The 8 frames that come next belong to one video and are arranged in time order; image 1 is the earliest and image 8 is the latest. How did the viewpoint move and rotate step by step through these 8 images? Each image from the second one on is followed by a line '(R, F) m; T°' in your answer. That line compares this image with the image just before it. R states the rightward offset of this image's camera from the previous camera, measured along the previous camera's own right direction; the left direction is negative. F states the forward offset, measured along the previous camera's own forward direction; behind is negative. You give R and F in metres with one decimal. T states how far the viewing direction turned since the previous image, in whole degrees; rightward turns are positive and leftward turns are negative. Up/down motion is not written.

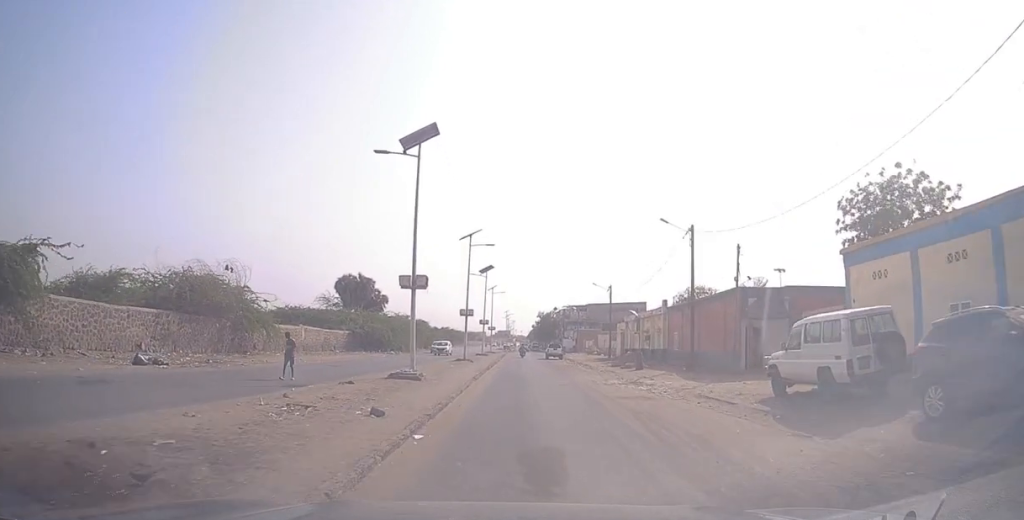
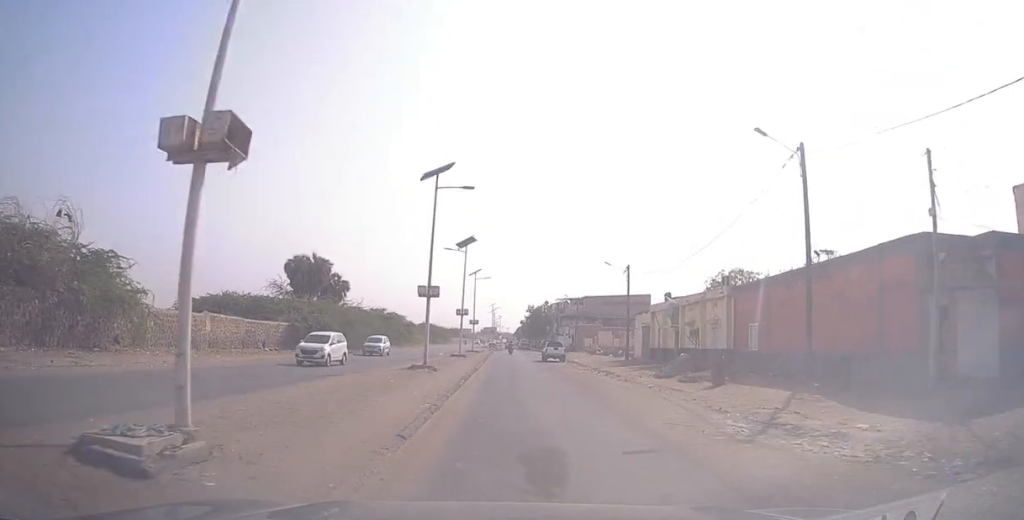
(+0.2, +15.0) m; 0°
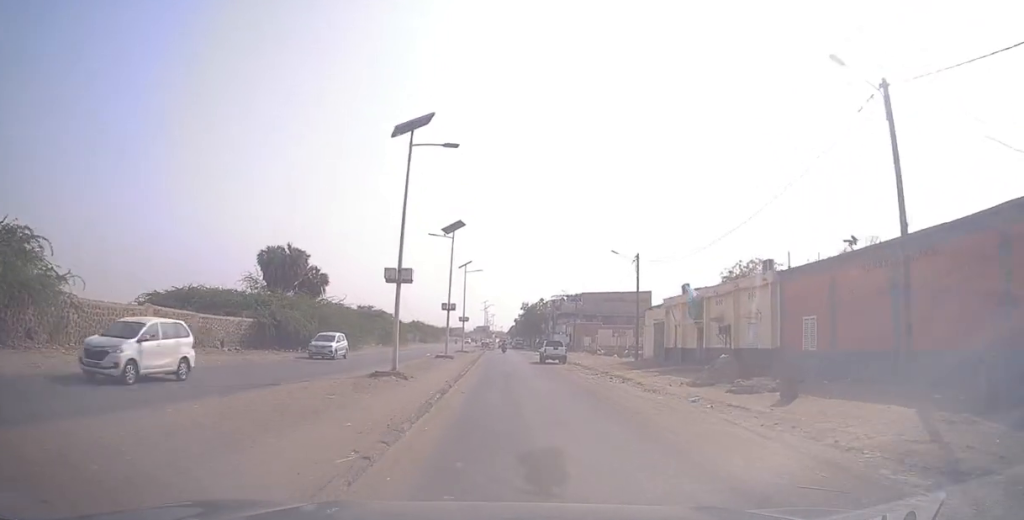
(0.0, +5.9) m; -1°
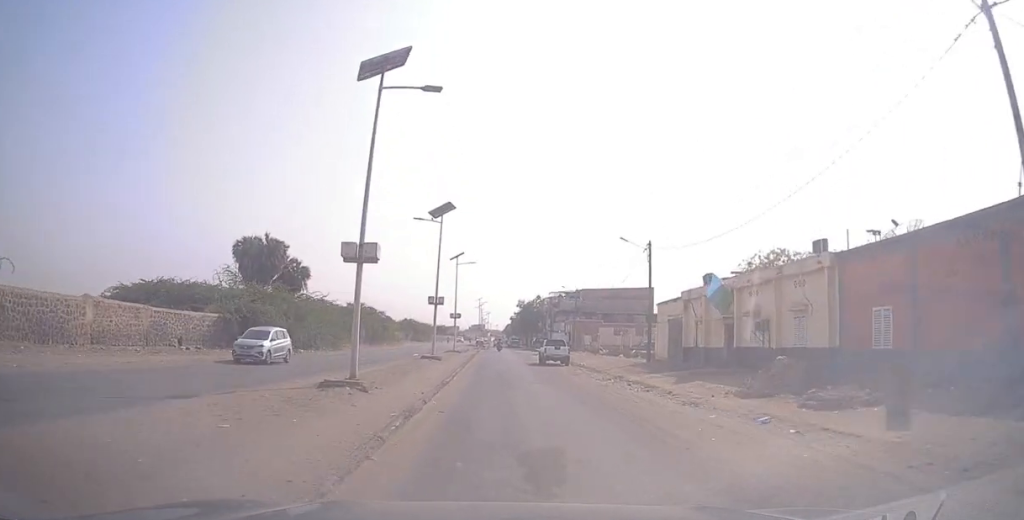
(0.0, +4.9) m; 0°
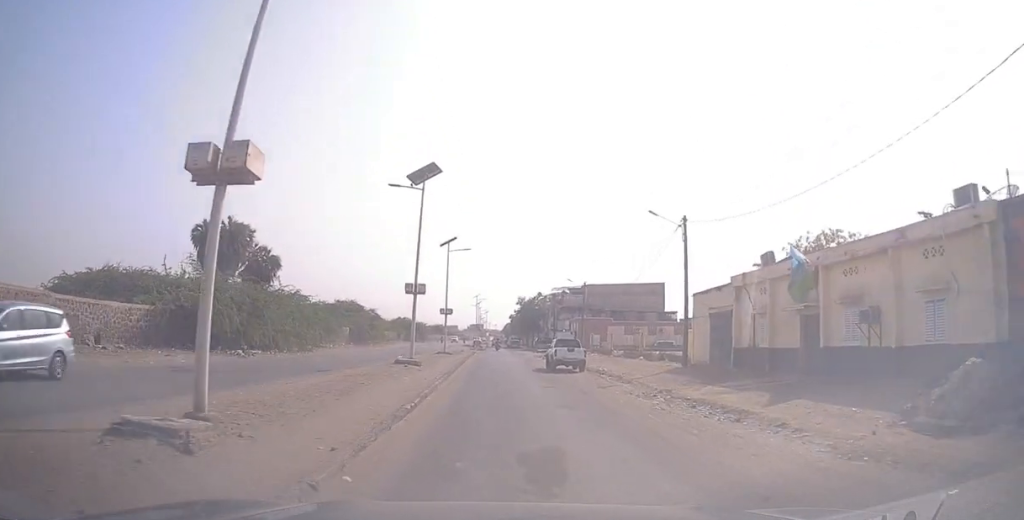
(-0.1, +8.0) m; 0°
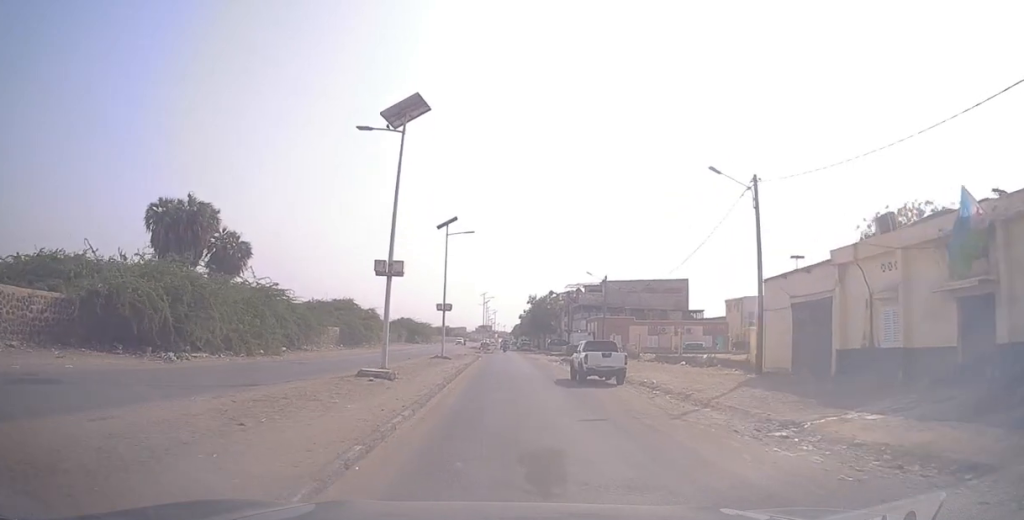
(+0.1, +8.5) m; +1°
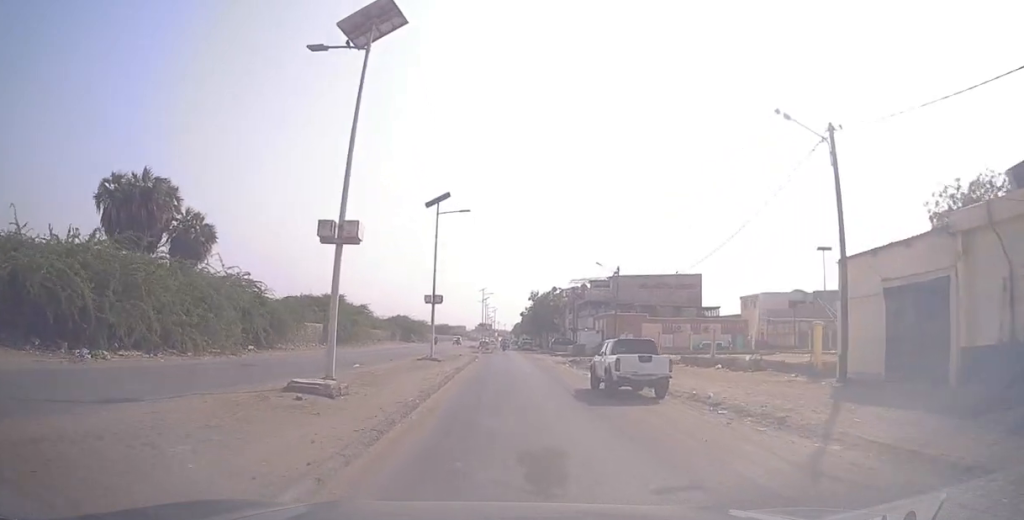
(+0.1, +6.3) m; -1°
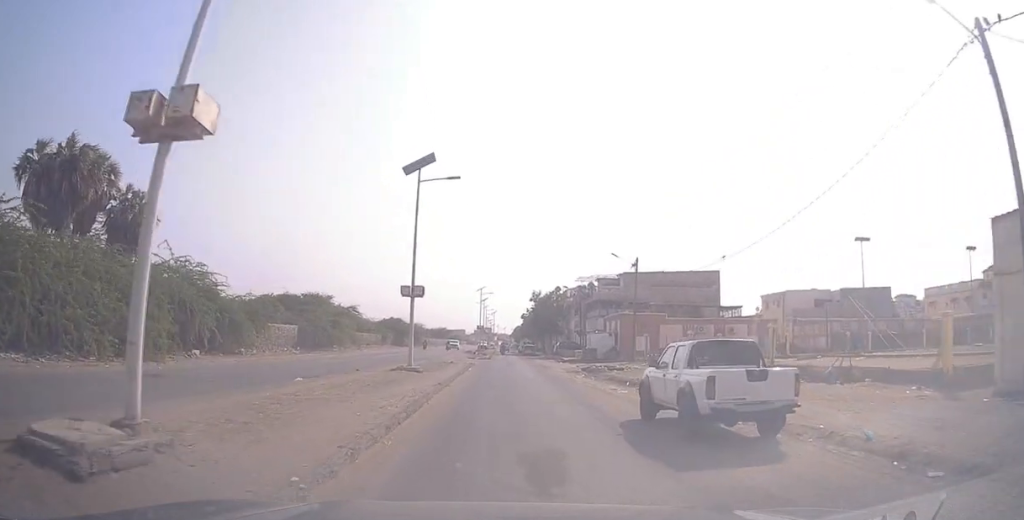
(-0.2, +7.5) m; 0°
